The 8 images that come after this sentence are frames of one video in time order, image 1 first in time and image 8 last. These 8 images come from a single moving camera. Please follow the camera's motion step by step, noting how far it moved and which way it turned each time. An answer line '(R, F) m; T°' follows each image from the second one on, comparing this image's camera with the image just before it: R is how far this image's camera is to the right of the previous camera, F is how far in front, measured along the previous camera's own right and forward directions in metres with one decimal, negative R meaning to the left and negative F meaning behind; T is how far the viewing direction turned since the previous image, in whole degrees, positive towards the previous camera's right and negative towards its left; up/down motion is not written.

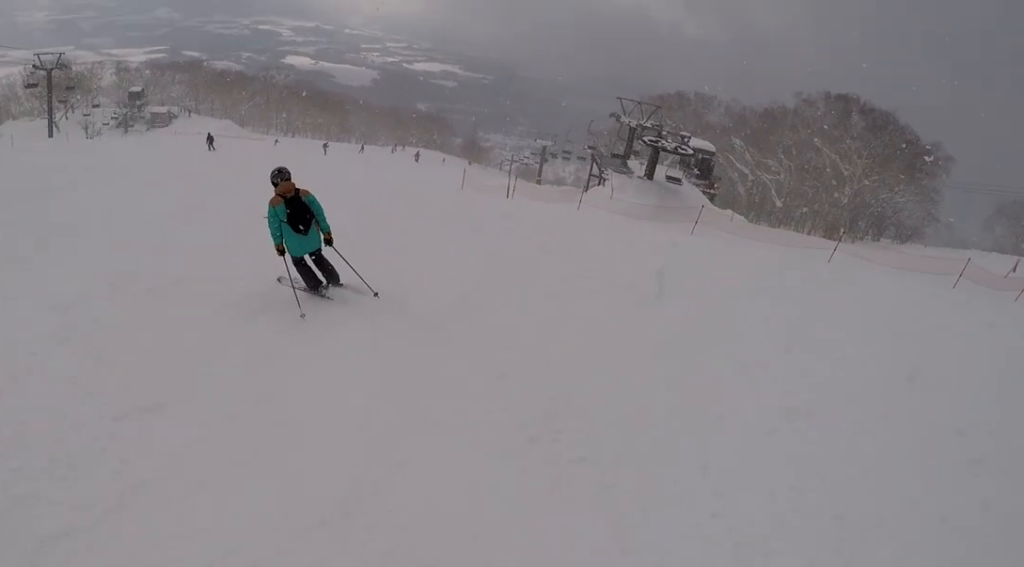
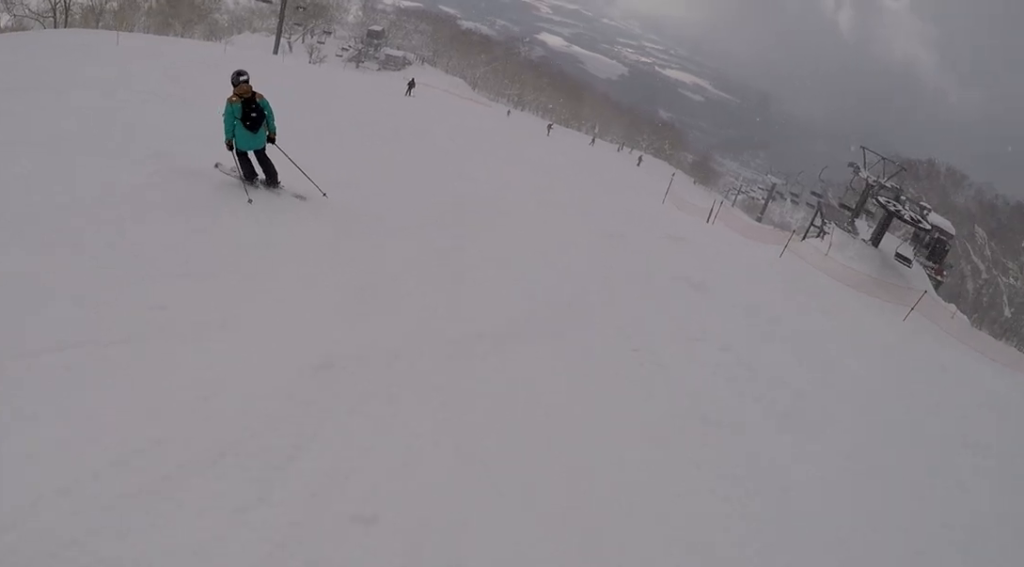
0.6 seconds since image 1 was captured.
(0.0, +2.8) m; -15°
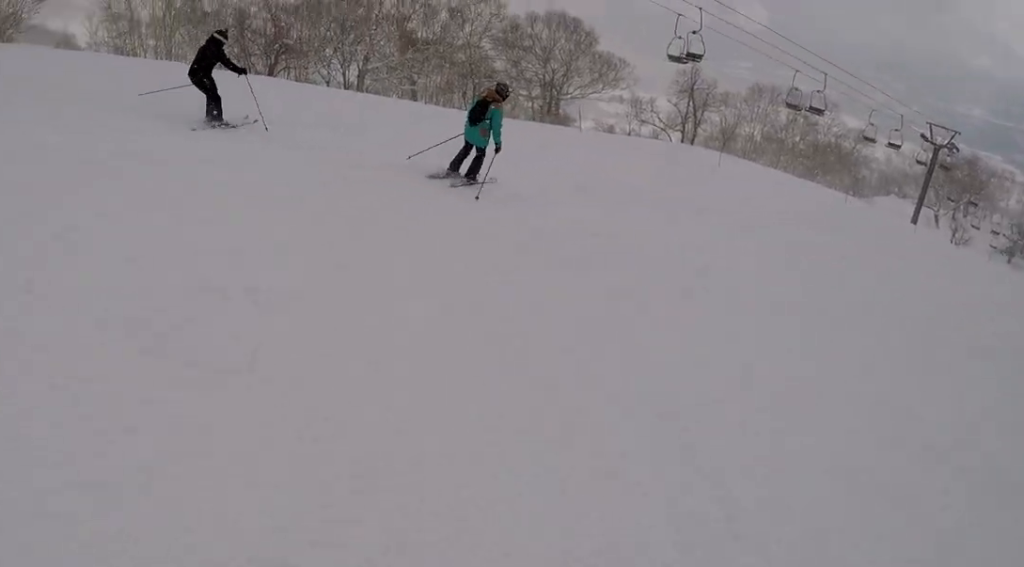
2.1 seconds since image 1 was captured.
(-3.1, +6.3) m; -46°
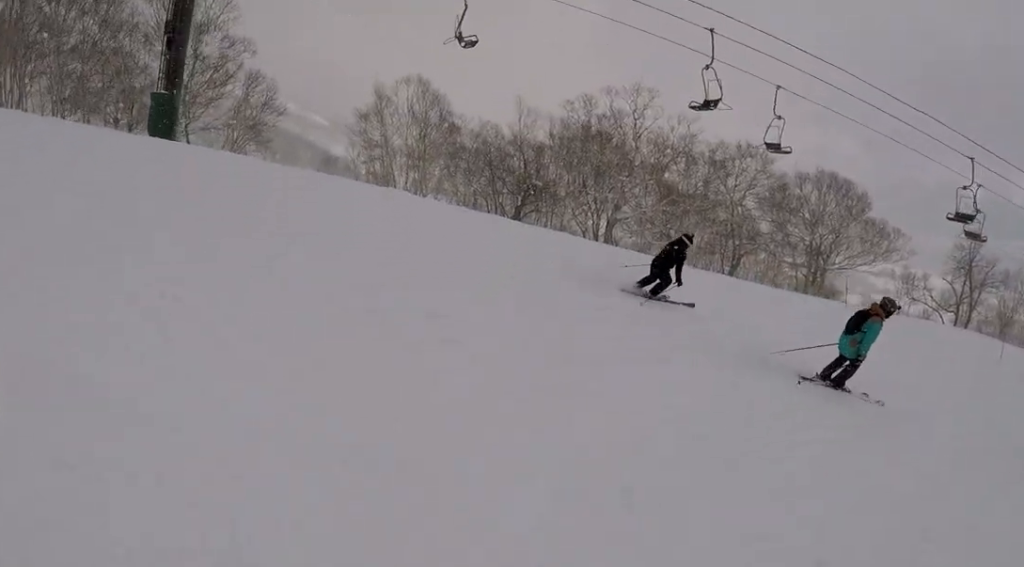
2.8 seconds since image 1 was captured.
(-0.6, +3.4) m; -11°
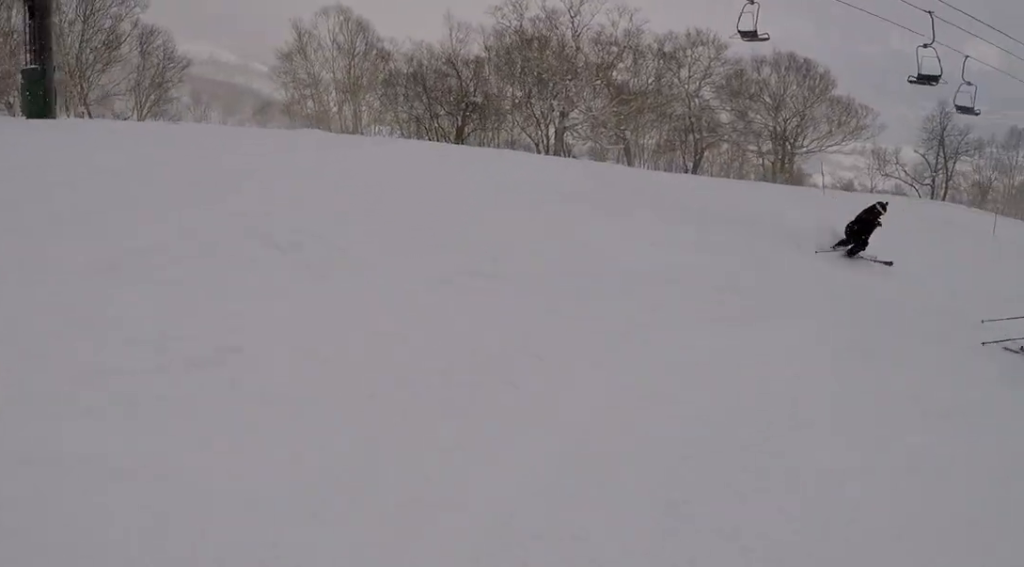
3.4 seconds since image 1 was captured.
(-0.6, +2.9) m; +11°
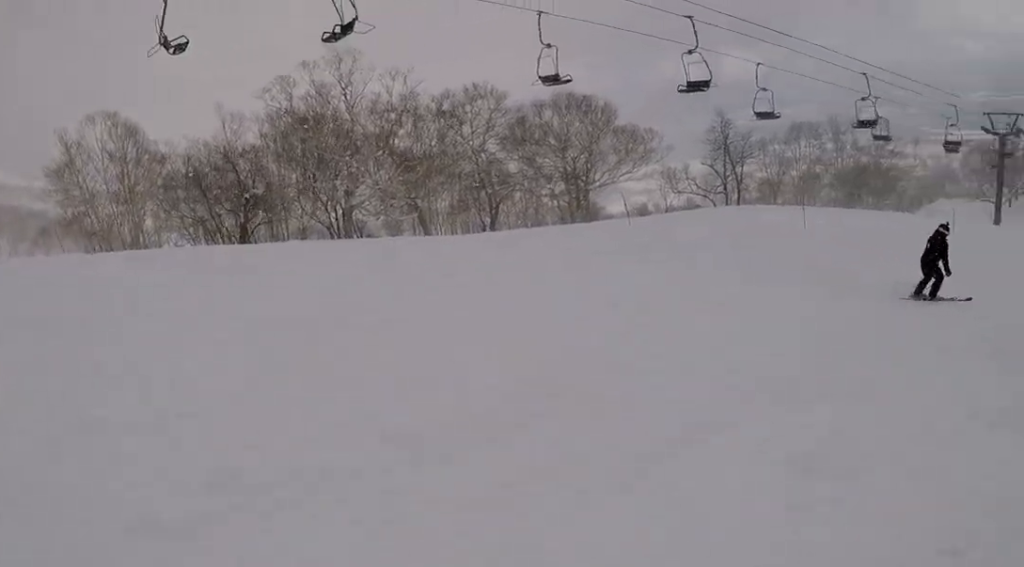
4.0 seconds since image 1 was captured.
(+0.5, +2.6) m; +19°
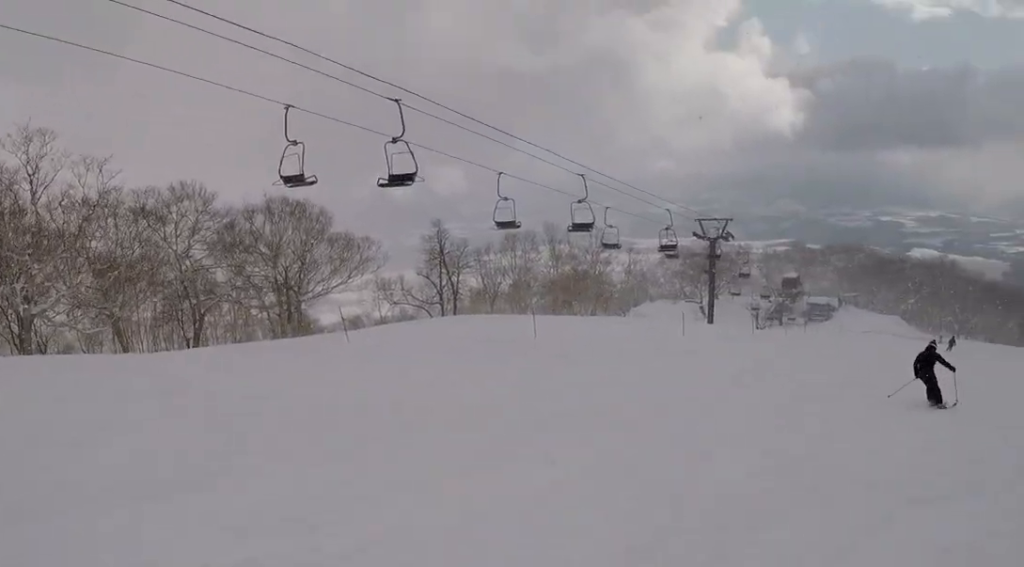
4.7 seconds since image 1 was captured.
(+1.0, +3.6) m; +30°
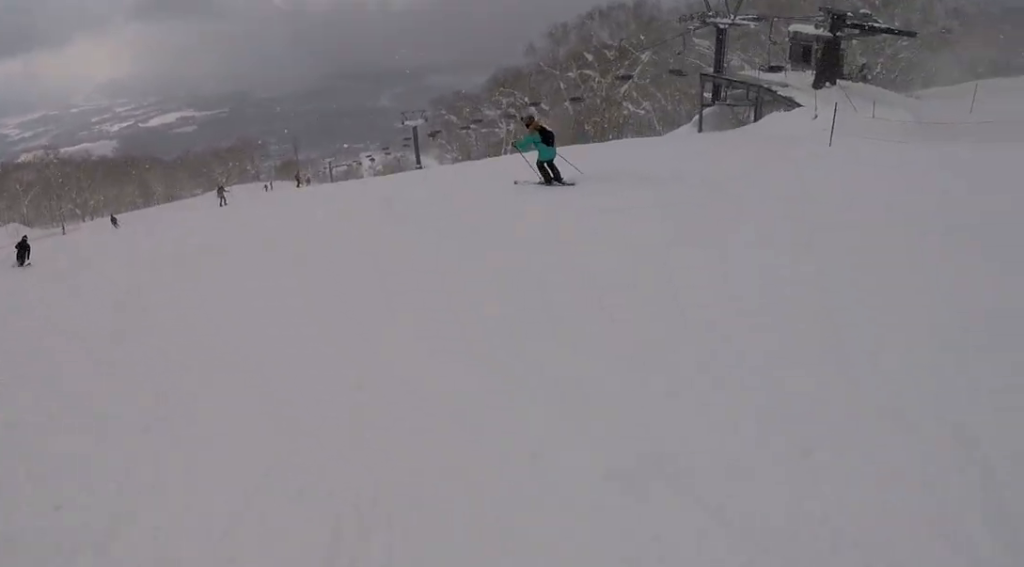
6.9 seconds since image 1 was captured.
(+5.7, +9.8) m; +40°
